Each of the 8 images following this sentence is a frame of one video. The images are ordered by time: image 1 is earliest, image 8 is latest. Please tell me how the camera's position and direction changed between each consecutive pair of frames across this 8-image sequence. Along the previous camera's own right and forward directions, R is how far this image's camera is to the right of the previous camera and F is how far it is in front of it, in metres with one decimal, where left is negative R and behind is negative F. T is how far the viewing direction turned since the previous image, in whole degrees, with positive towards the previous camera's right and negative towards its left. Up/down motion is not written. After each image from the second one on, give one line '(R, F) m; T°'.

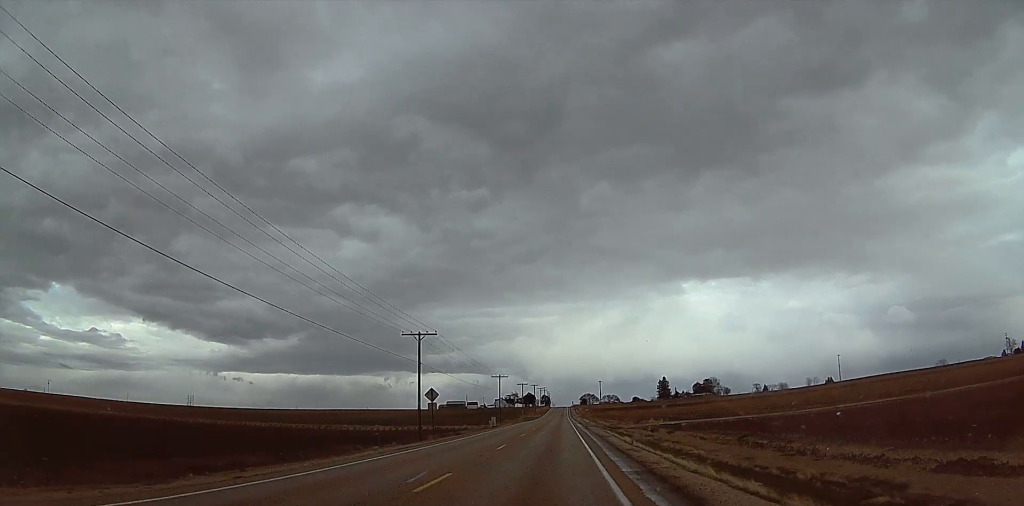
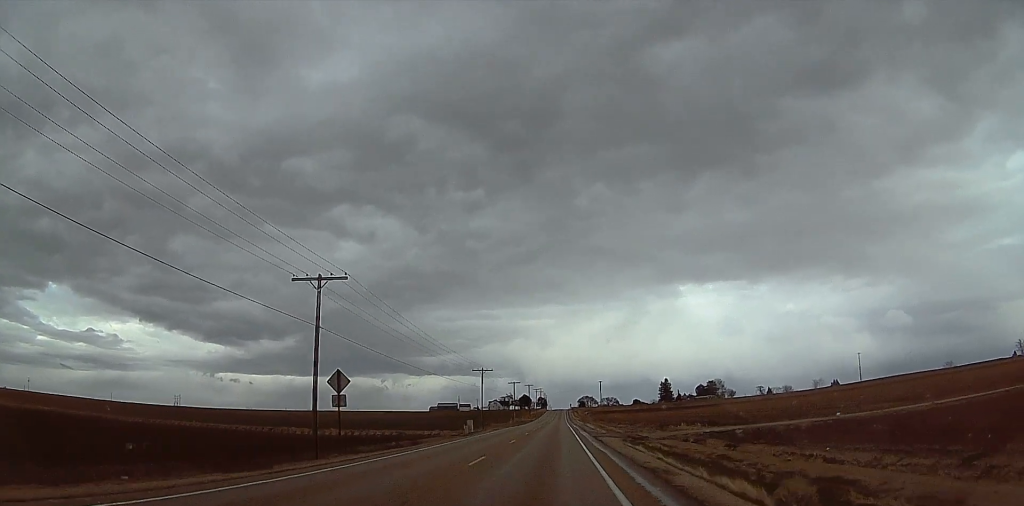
(+0.4, +23.2) m; +1°
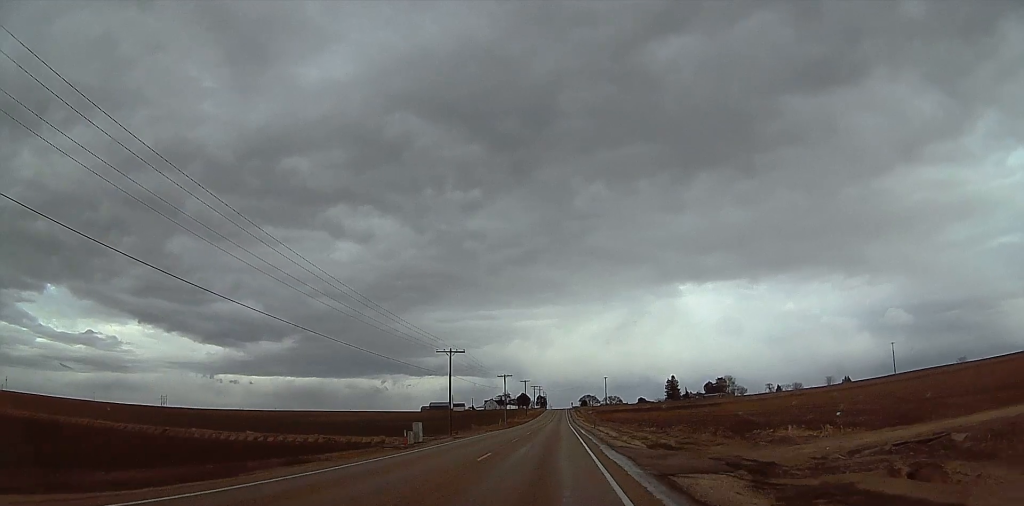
(0.0, +29.0) m; 0°
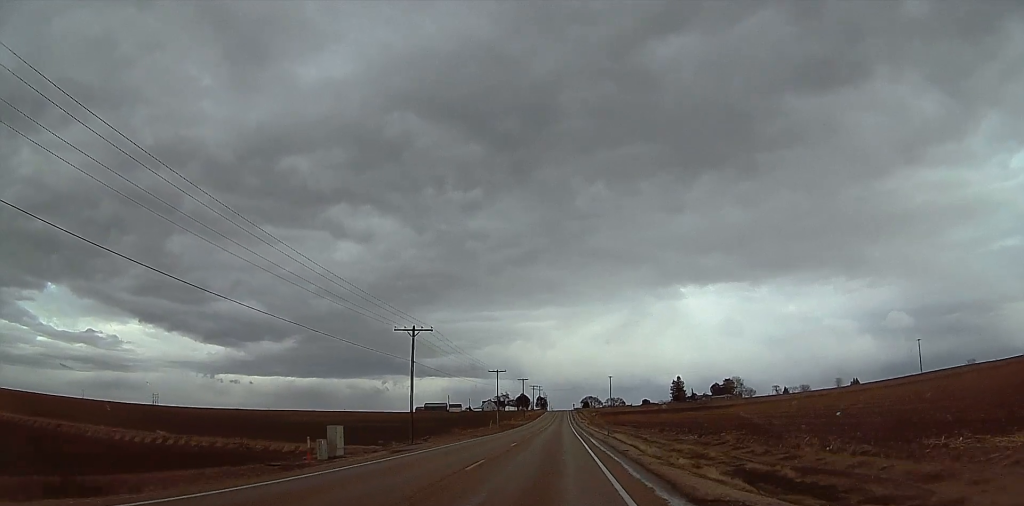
(-0.1, +19.1) m; -1°
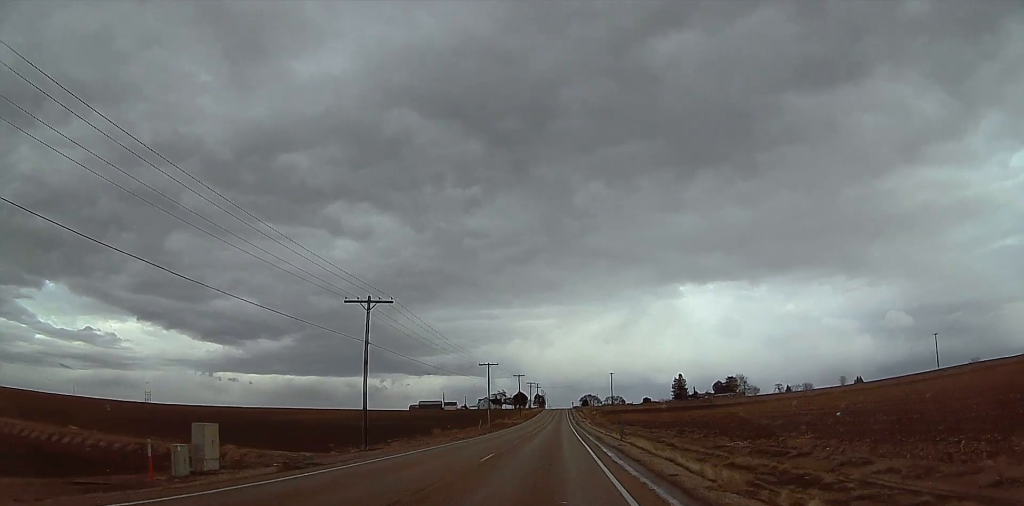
(+0.2, +12.7) m; -1°
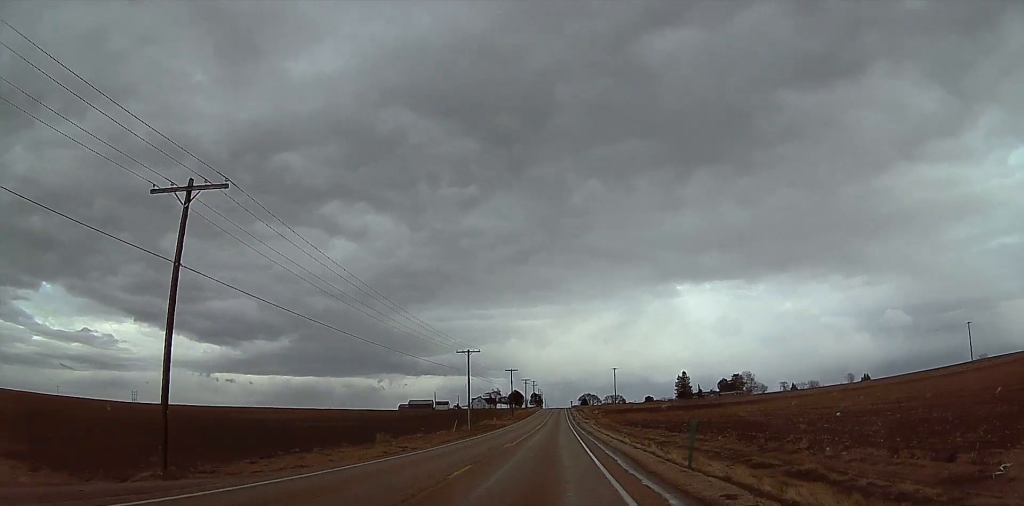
(-0.9, +23.8) m; 0°
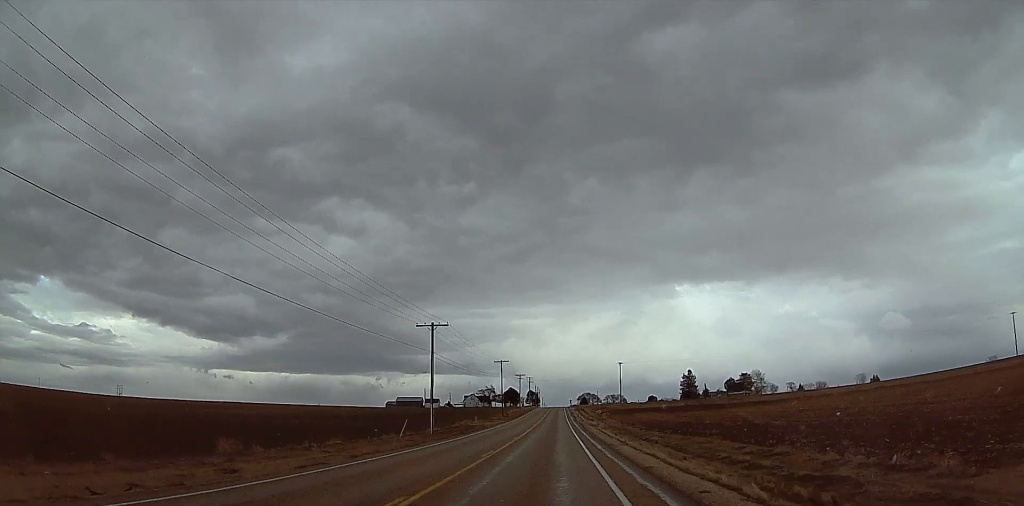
(+0.8, +26.8) m; +2°
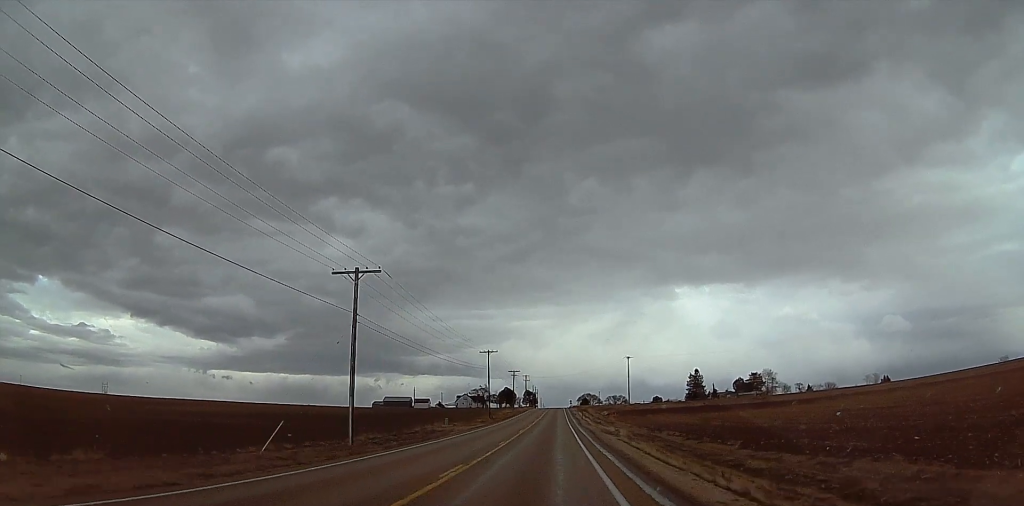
(+0.3, +23.2) m; +1°
